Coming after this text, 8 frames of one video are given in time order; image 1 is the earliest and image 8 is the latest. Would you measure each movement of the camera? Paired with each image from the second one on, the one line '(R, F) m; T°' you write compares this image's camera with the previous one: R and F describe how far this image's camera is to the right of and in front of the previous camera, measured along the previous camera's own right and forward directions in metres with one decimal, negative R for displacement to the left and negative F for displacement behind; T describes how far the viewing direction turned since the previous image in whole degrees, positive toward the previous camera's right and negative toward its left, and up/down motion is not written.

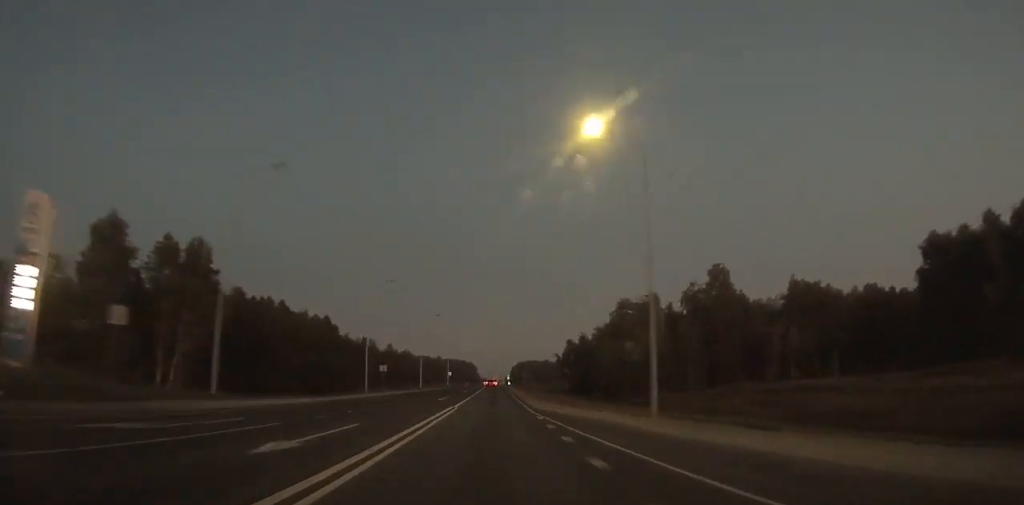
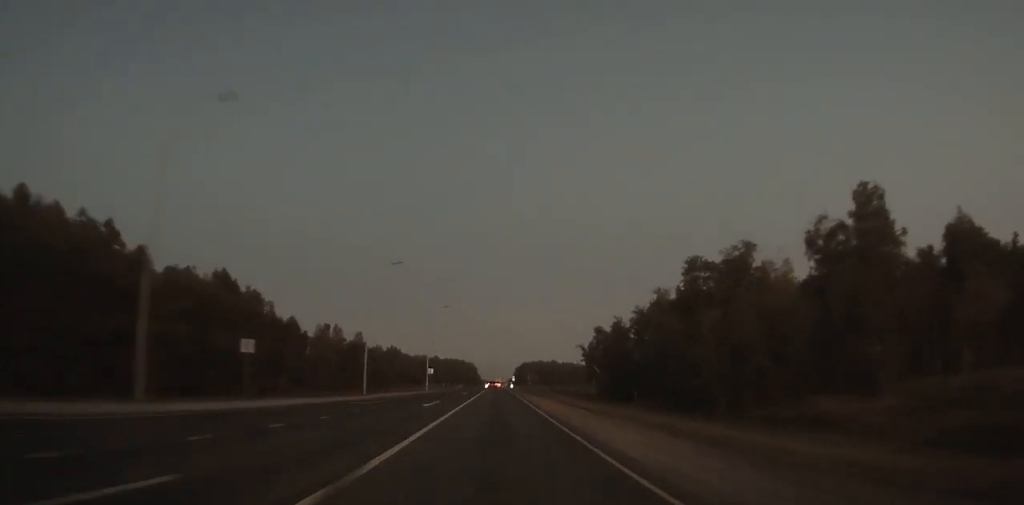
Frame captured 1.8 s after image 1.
(0.0, +39.7) m; 0°
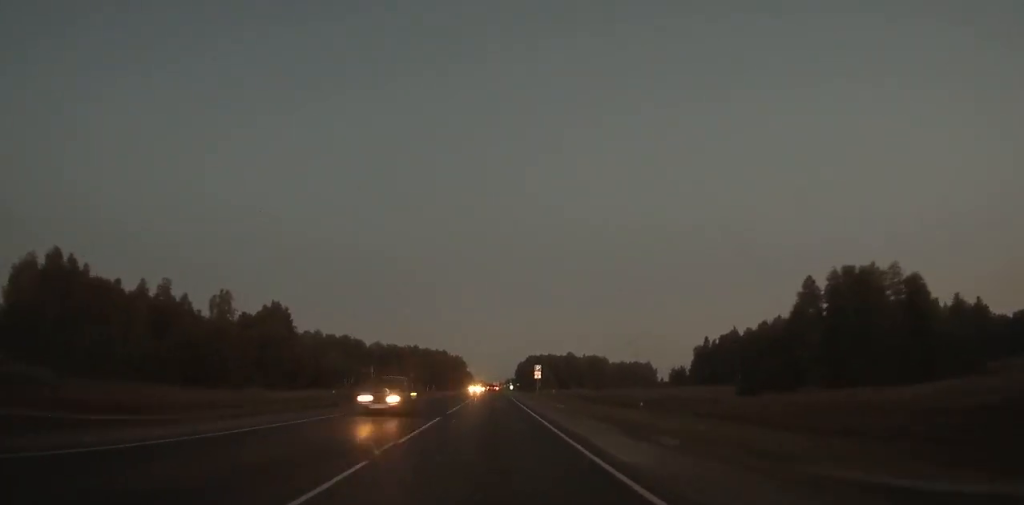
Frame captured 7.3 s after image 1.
(+0.2, +123.3) m; 0°
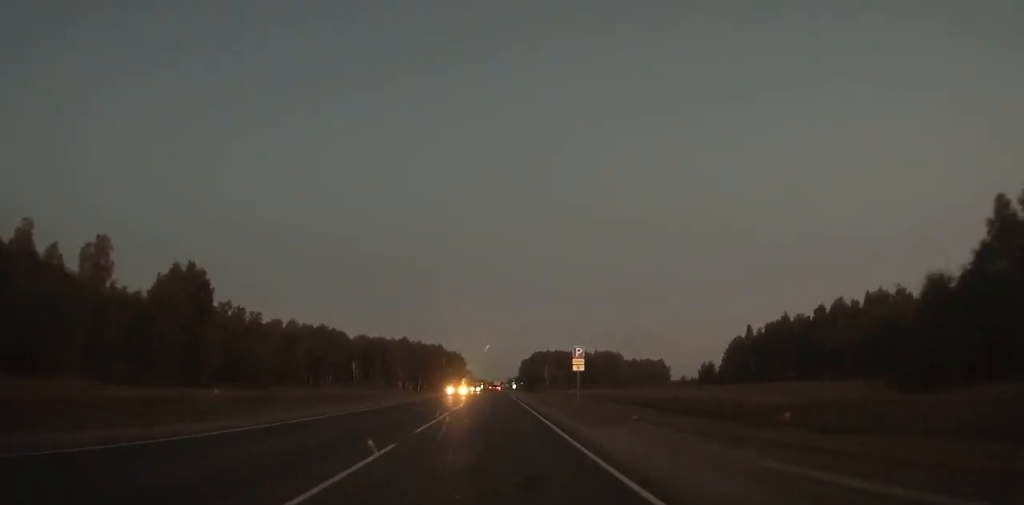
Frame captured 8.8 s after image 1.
(0.0, +34.0) m; 0°
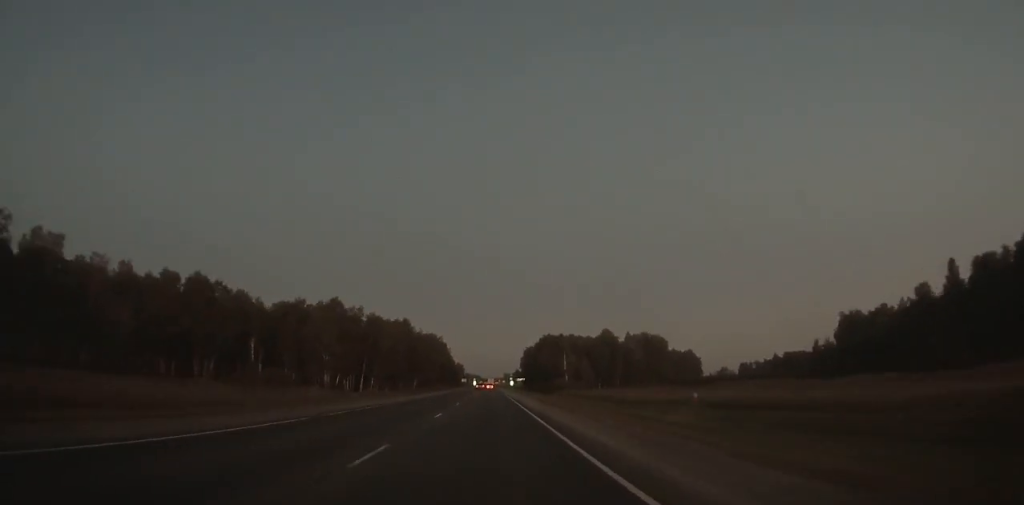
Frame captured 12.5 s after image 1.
(+0.1, +84.6) m; 0°
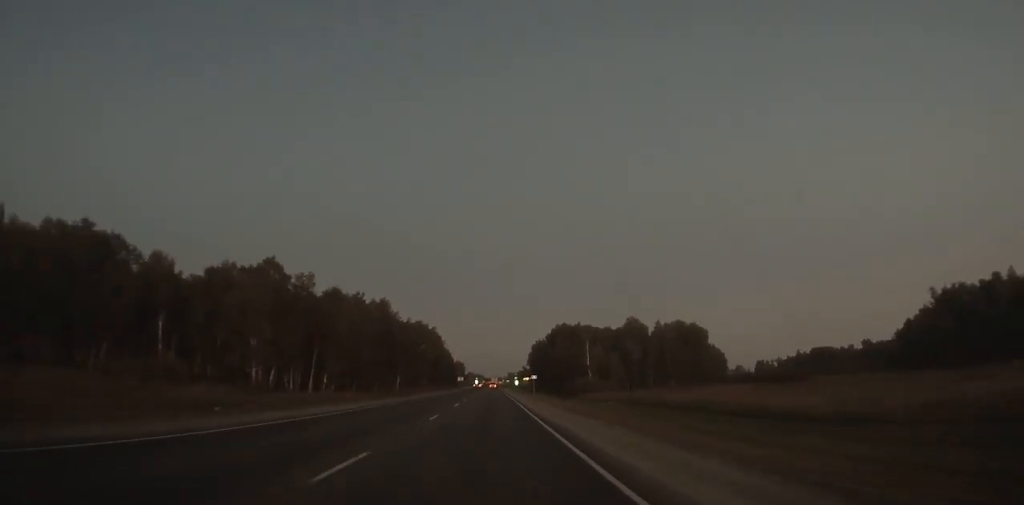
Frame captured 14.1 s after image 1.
(+0.1, +36.8) m; 0°
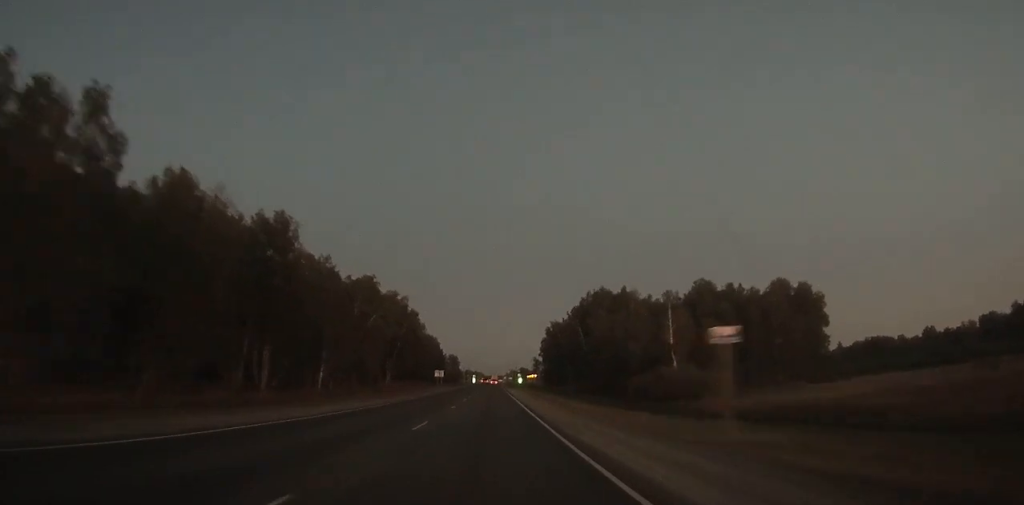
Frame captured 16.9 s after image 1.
(-0.1, +65.0) m; 0°
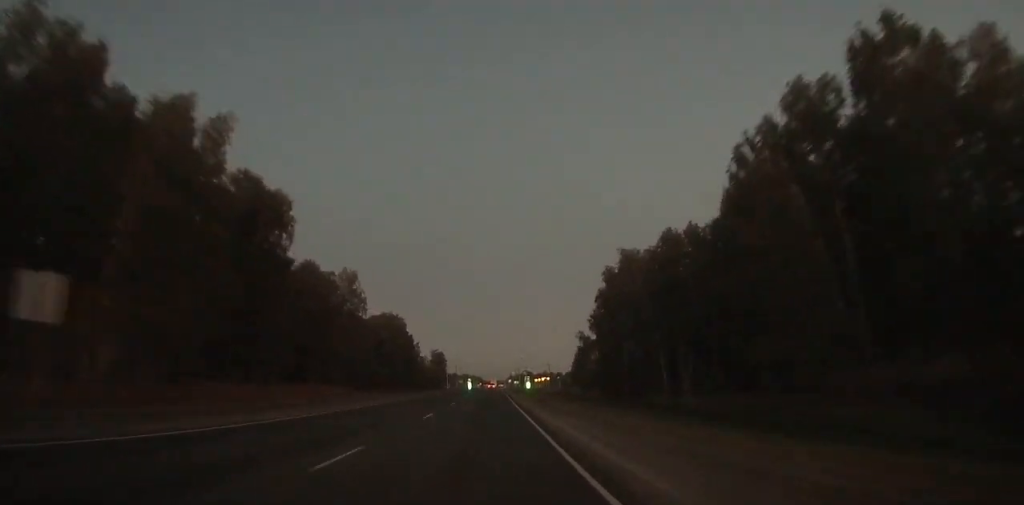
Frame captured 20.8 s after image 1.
(+0.3, +91.7) m; 0°
